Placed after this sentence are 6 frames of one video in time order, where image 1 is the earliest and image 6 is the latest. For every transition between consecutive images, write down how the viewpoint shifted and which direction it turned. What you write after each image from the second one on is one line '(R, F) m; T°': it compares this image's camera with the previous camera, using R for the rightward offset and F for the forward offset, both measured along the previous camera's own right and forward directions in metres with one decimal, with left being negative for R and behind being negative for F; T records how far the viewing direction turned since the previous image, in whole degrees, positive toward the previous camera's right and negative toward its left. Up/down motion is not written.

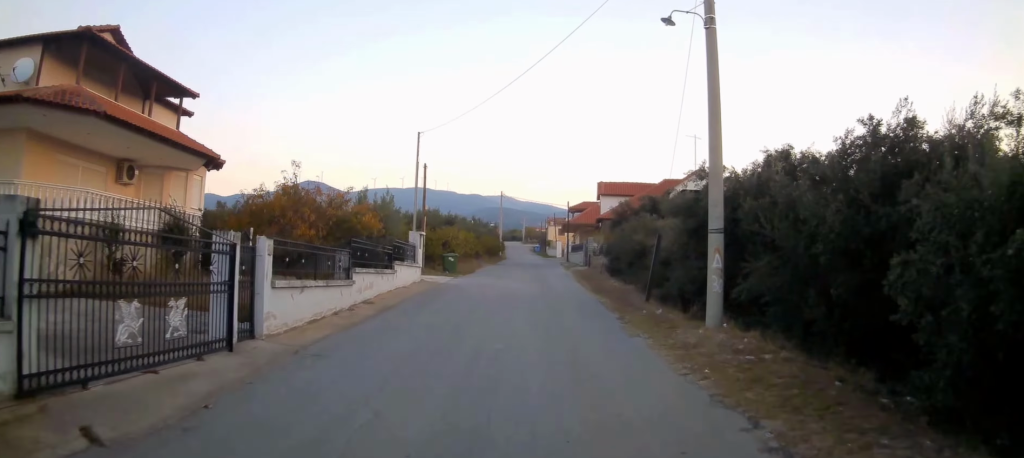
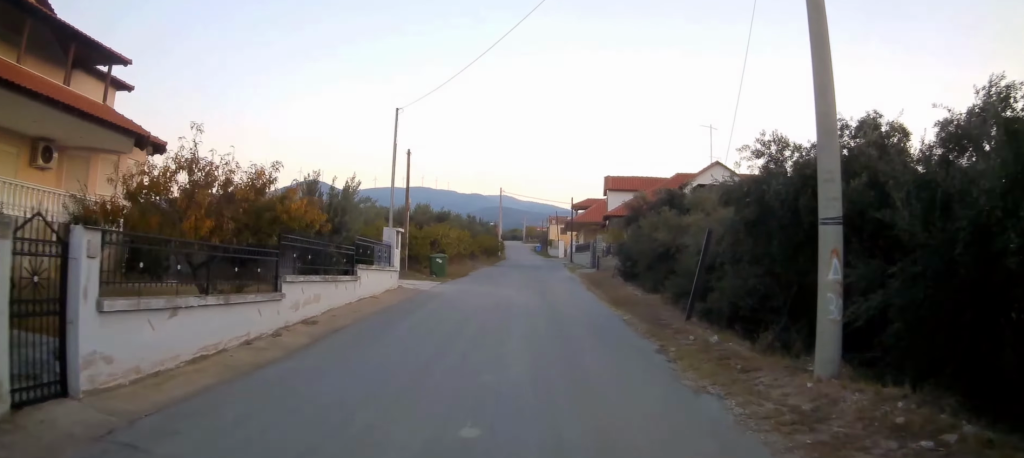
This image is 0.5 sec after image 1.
(-0.3, +4.8) m; -3°
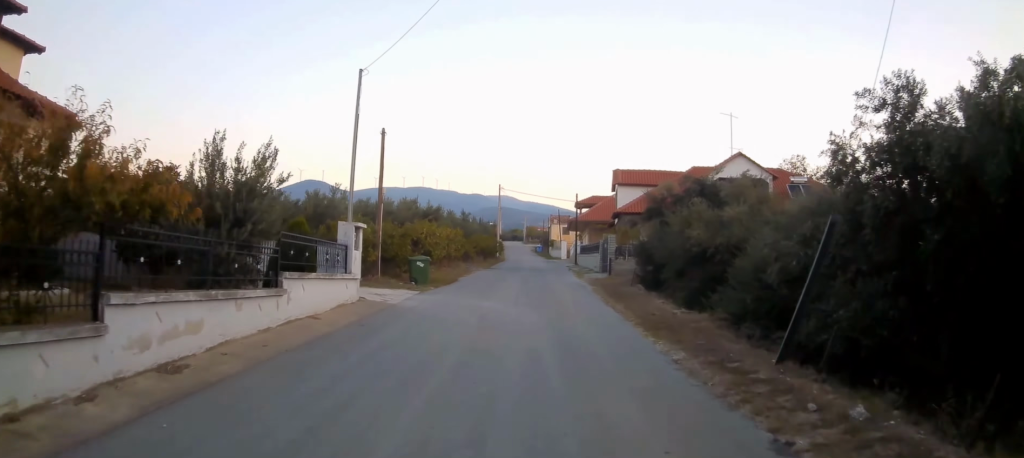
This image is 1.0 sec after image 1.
(-0.1, +5.3) m; 0°
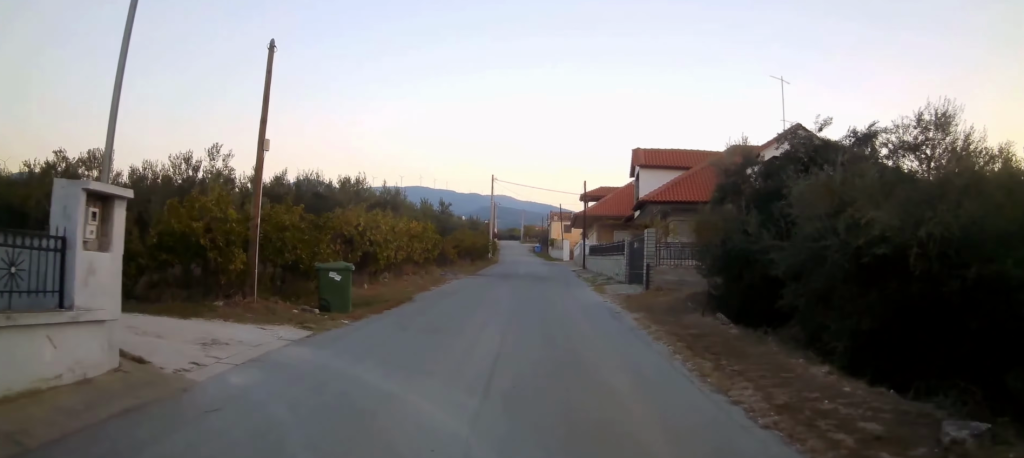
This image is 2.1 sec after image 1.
(+0.1, +10.5) m; +1°
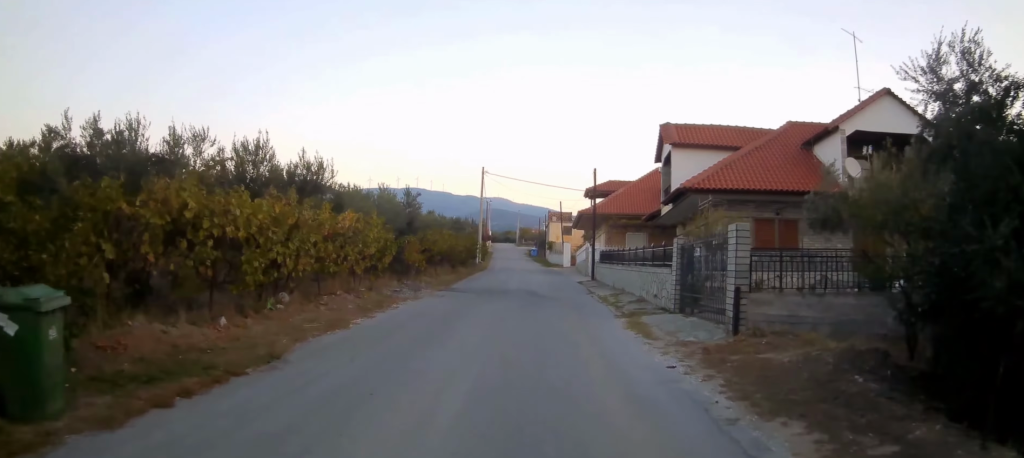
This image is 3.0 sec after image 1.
(+0.1, +9.2) m; +1°
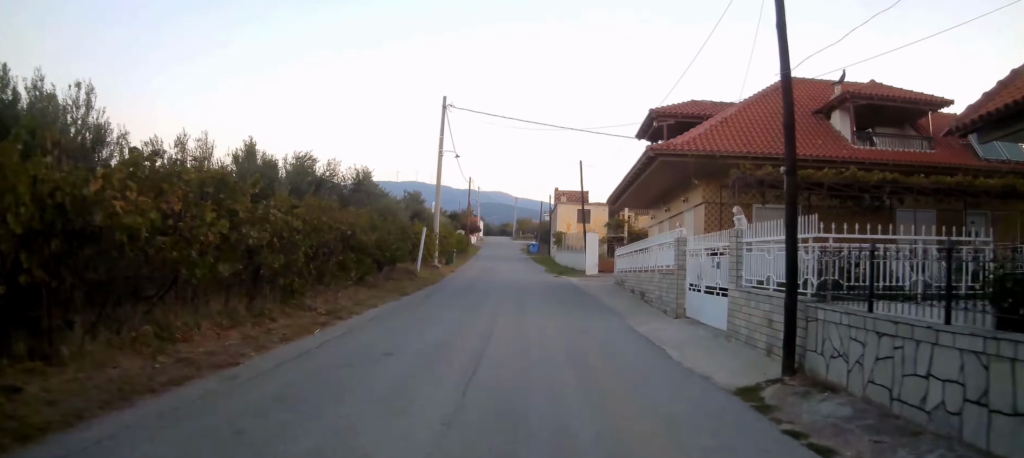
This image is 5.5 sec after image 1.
(-0.6, +26.0) m; -3°
